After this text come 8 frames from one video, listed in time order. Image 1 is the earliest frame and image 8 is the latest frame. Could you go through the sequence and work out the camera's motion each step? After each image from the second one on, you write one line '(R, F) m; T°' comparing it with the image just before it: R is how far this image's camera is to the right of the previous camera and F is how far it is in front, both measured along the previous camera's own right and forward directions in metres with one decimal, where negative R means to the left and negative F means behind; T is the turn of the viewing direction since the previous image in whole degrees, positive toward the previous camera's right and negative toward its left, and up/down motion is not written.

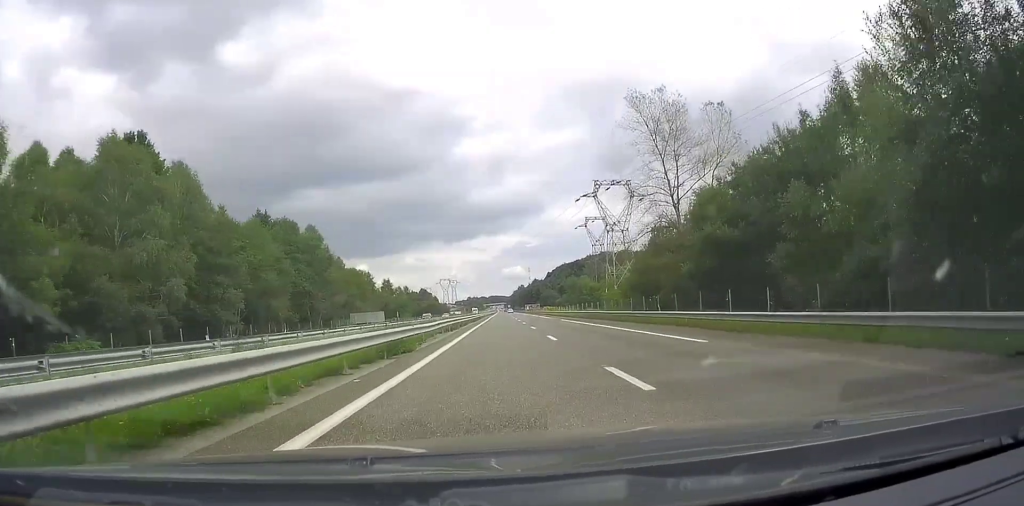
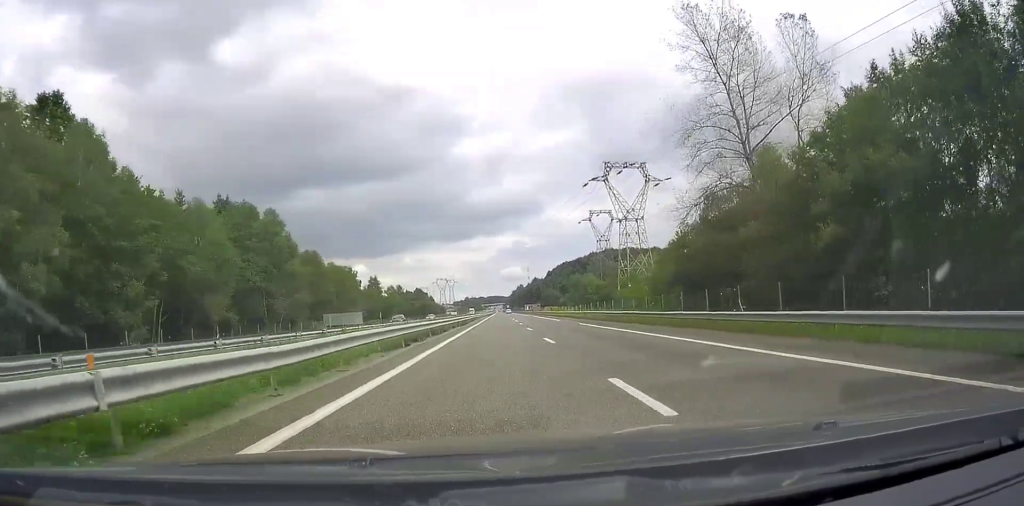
(0.0, +14.5) m; -1°
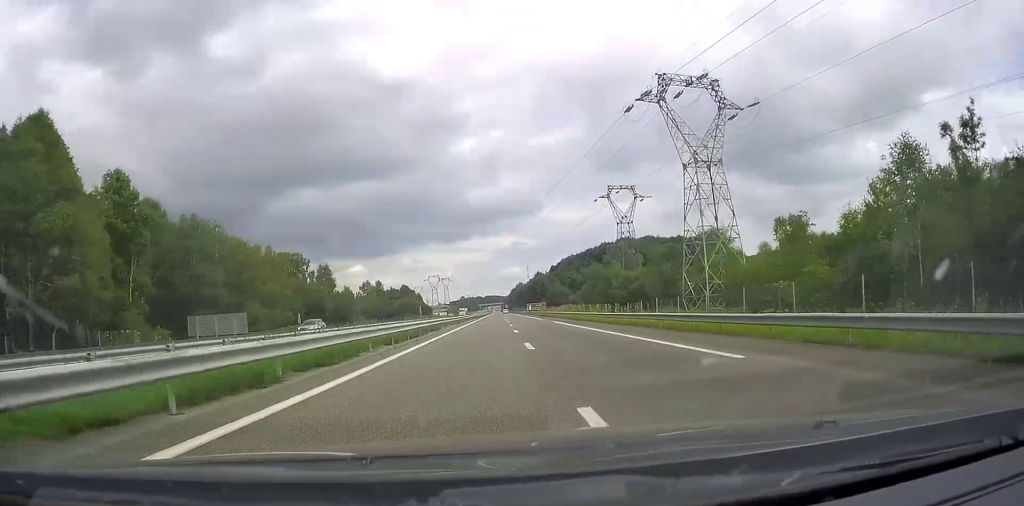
(-0.4, +38.5) m; +1°
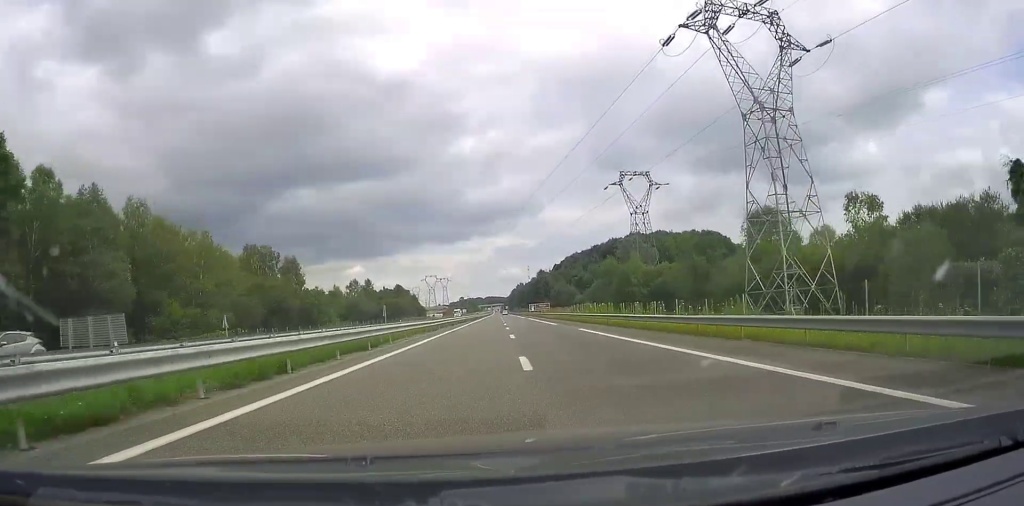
(+0.3, +16.2) m; +1°
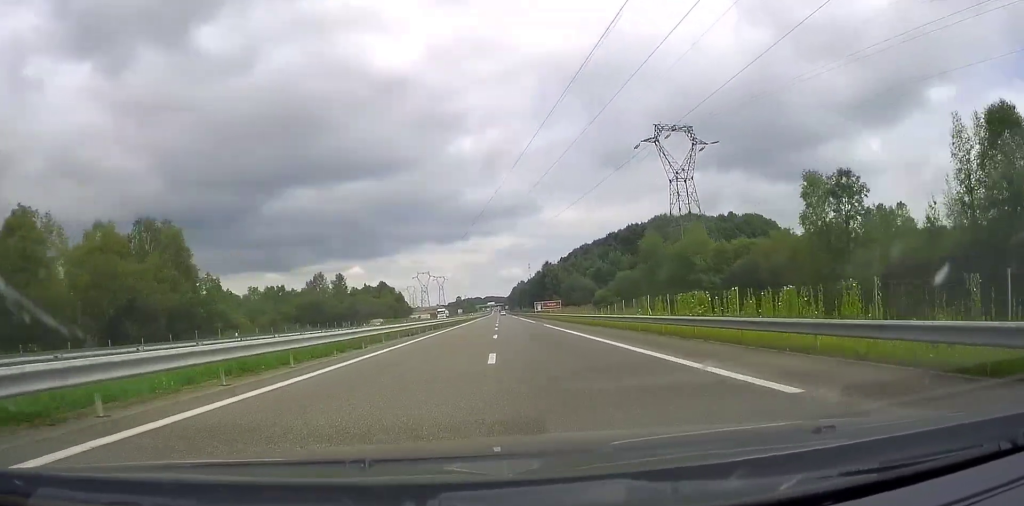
(+0.2, +33.1) m; 0°
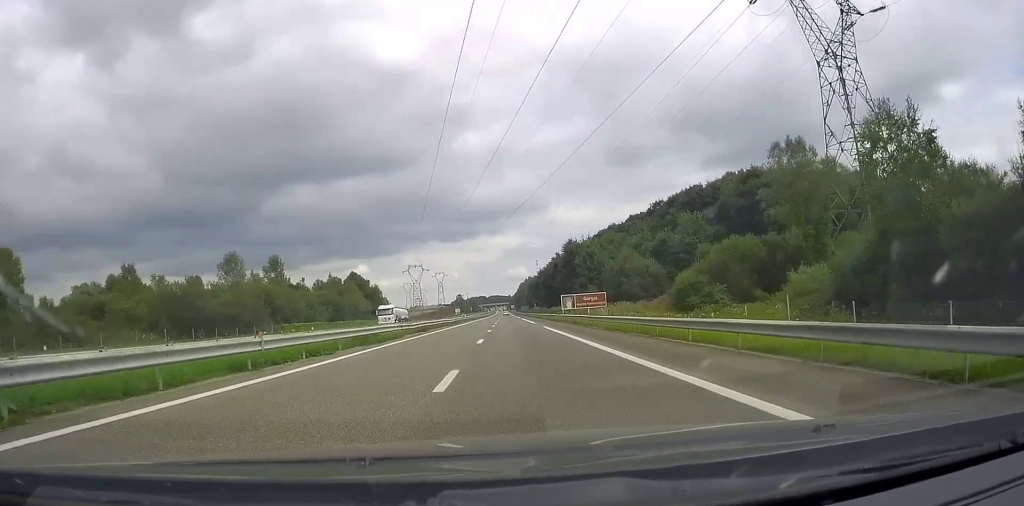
(-0.4, +58.0) m; -1°
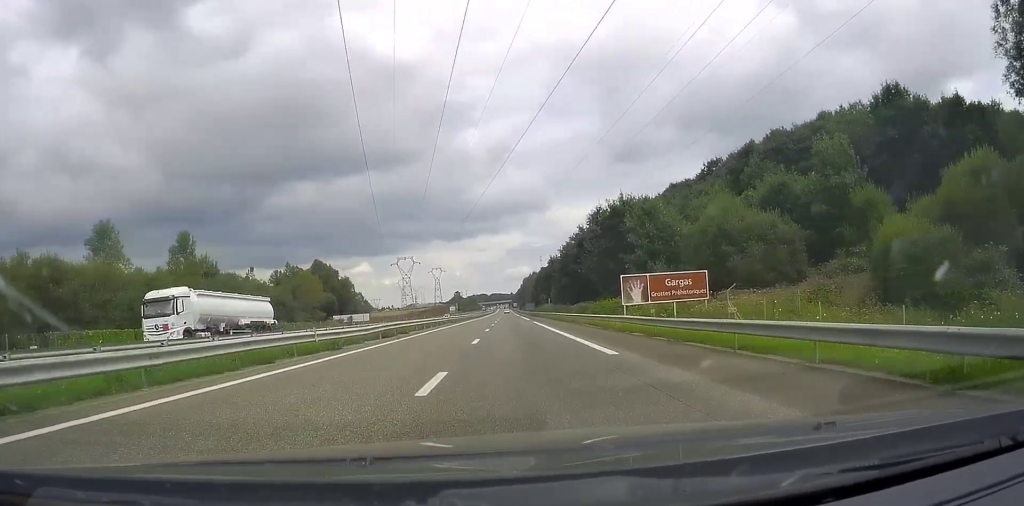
(0.0, +45.8) m; 0°
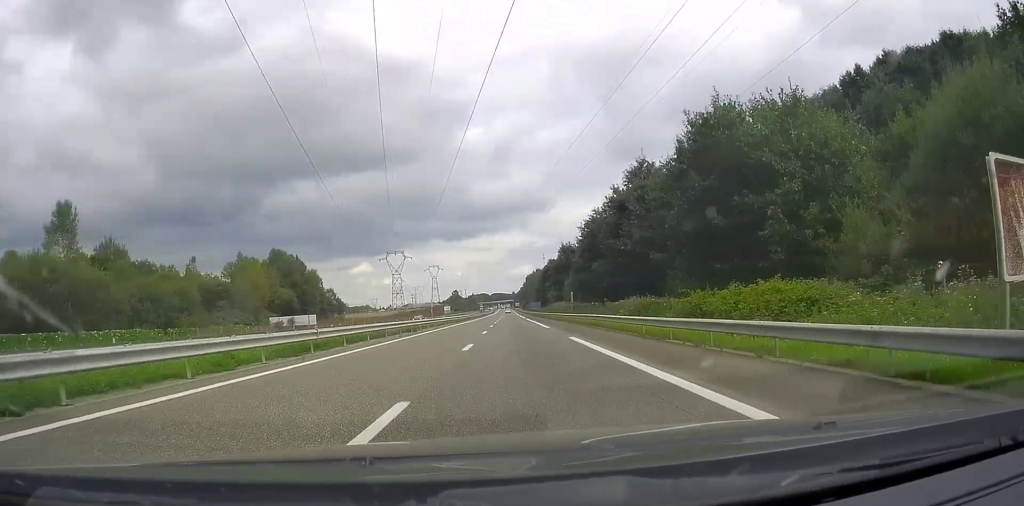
(0.0, +32.9) m; -1°
